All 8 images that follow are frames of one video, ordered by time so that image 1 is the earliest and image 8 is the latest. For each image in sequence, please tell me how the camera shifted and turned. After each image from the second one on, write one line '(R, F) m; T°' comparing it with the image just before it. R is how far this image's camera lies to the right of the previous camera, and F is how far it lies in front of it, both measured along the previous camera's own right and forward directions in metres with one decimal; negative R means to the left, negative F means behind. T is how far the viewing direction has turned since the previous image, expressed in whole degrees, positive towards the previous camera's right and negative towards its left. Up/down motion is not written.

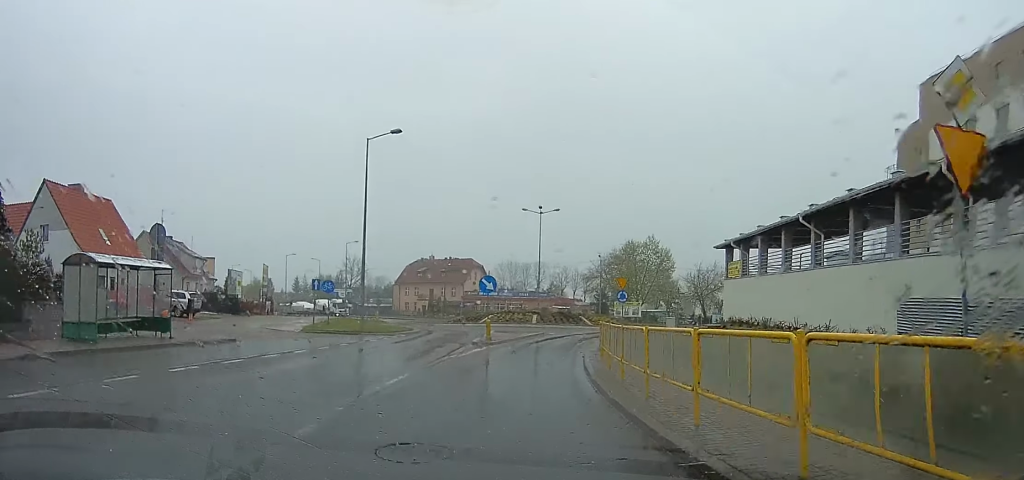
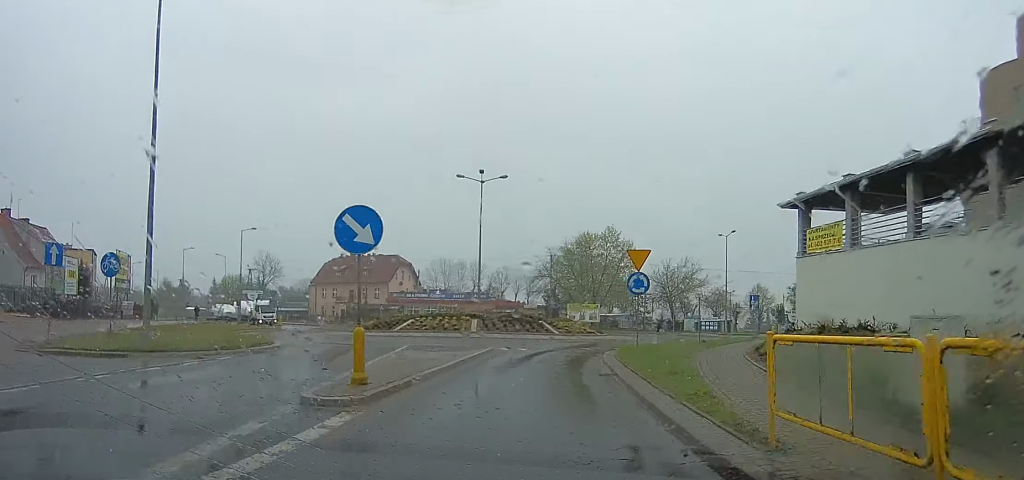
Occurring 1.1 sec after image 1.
(+0.5, +14.3) m; +4°
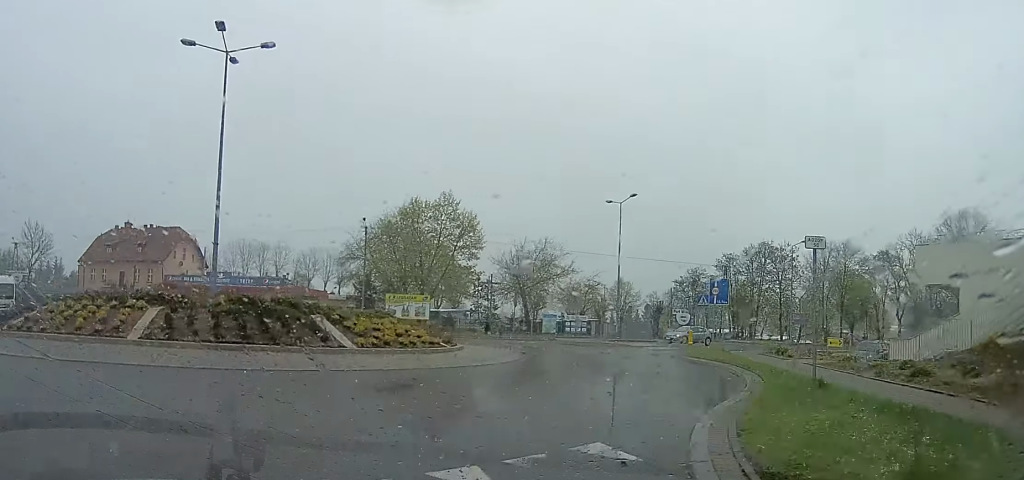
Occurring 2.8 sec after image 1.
(+0.6, +17.9) m; +2°
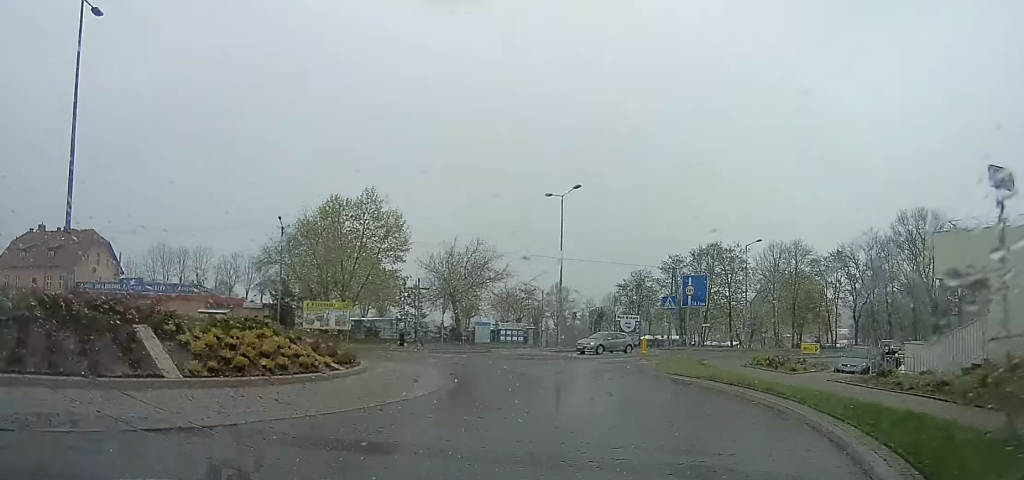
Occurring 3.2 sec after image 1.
(0.0, +4.6) m; 0°
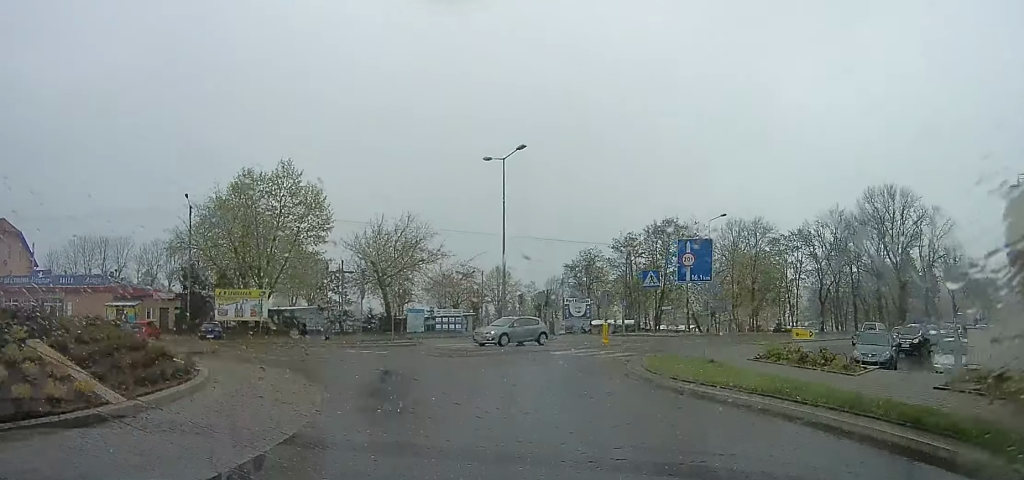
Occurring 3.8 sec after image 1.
(0.0, +5.0) m; 0°
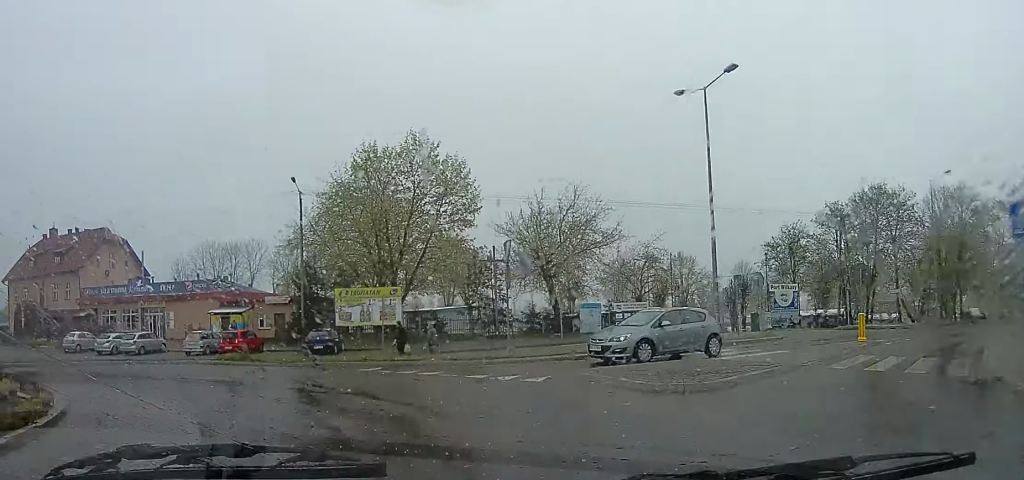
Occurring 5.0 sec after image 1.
(0.0, +8.5) m; 0°
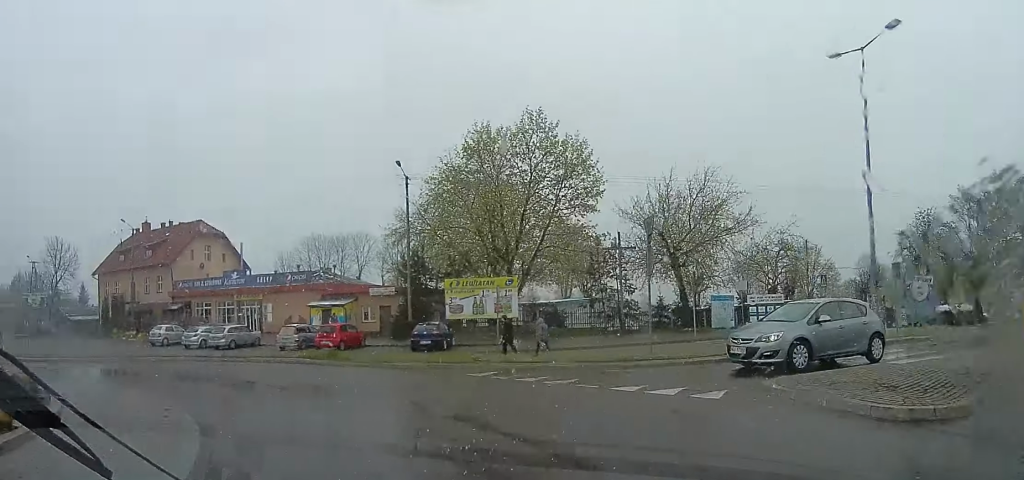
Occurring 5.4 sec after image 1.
(0.0, +2.8) m; 0°
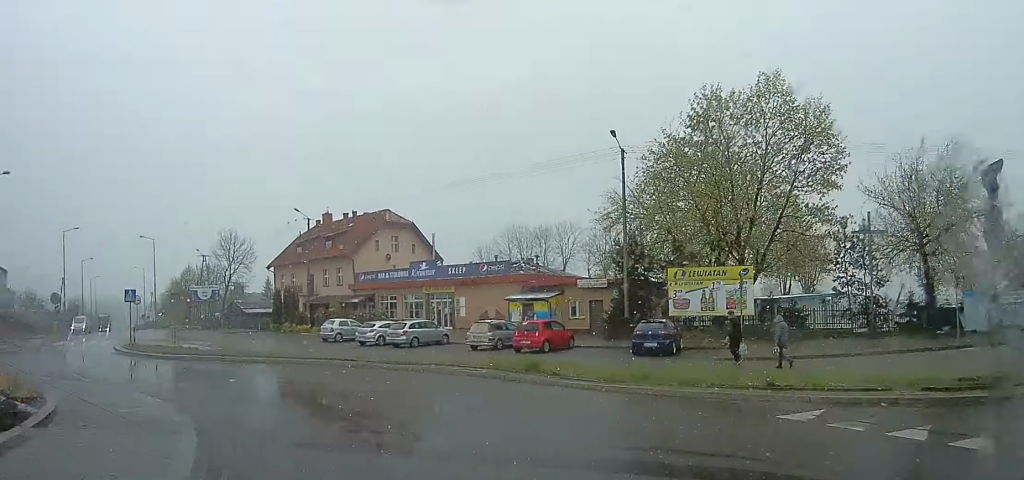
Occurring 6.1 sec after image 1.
(0.0, +4.7) m; -4°
